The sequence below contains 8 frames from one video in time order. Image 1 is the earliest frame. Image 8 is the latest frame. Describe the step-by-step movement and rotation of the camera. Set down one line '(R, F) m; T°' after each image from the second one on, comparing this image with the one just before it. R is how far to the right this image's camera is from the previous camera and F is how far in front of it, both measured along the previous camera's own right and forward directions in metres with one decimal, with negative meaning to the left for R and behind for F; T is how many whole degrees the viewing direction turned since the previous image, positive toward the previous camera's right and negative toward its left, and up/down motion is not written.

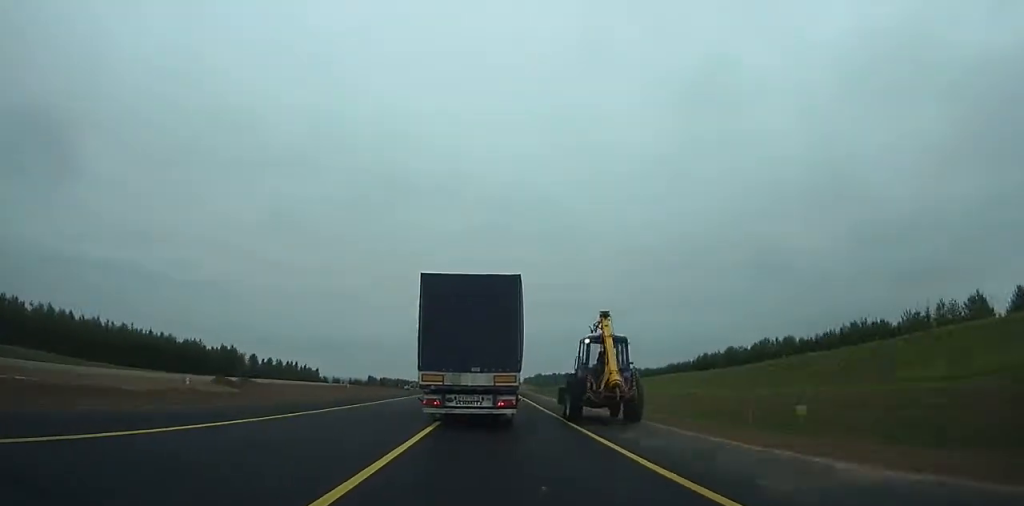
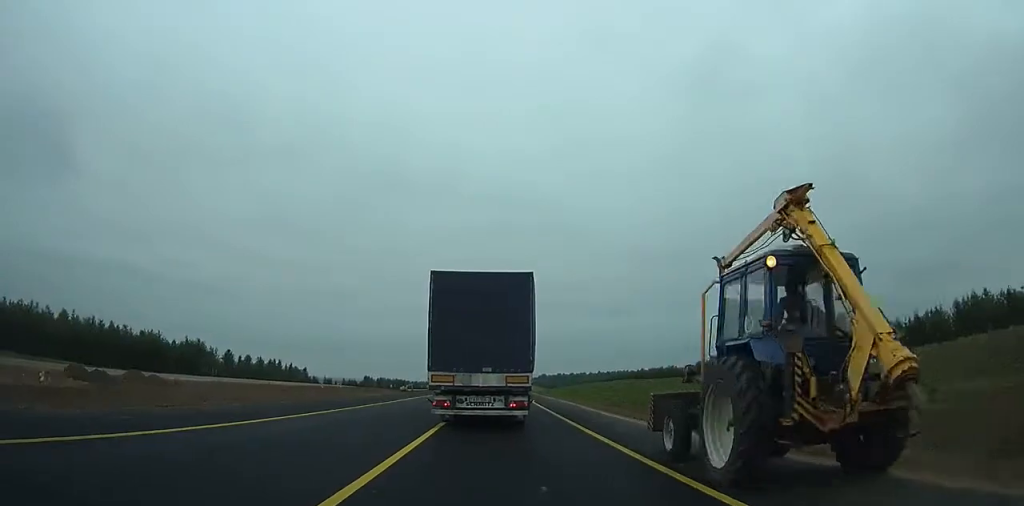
(0.0, +28.8) m; 0°
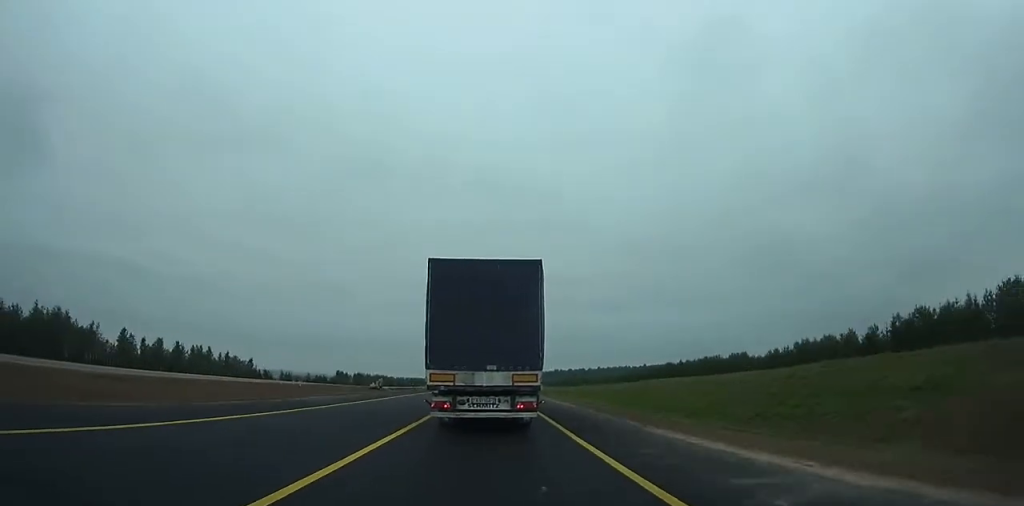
(-0.7, +65.3) m; -6°
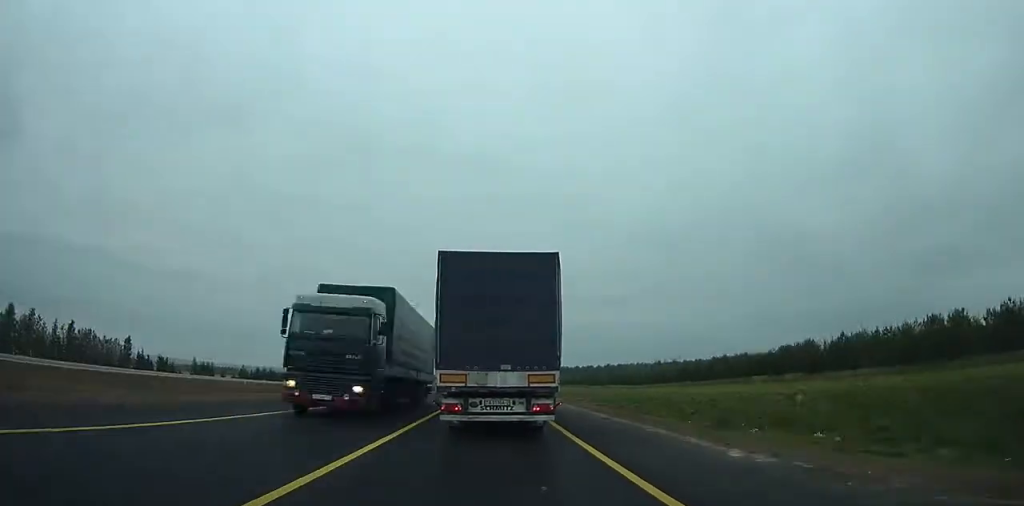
(-8.8, +93.8) m; +10°
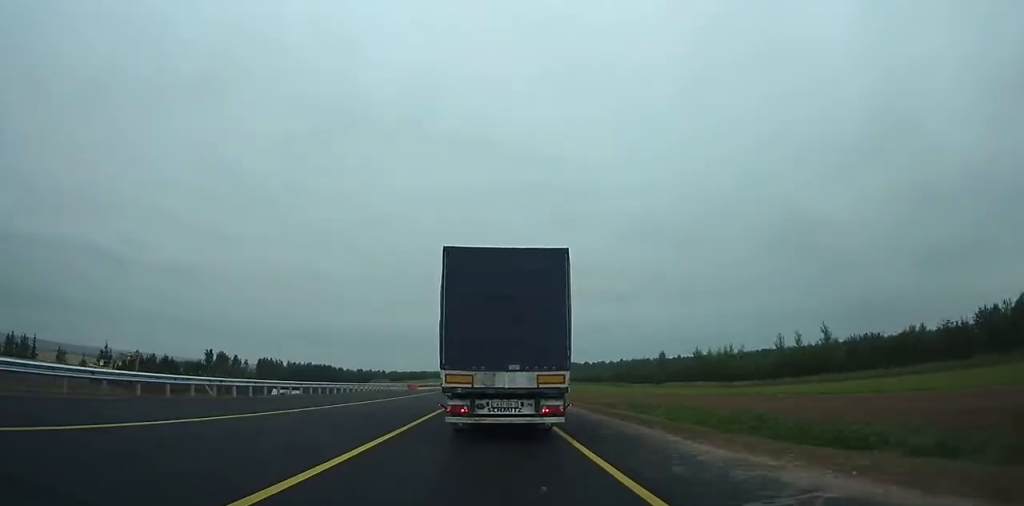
(+16.1, +89.7) m; -2°
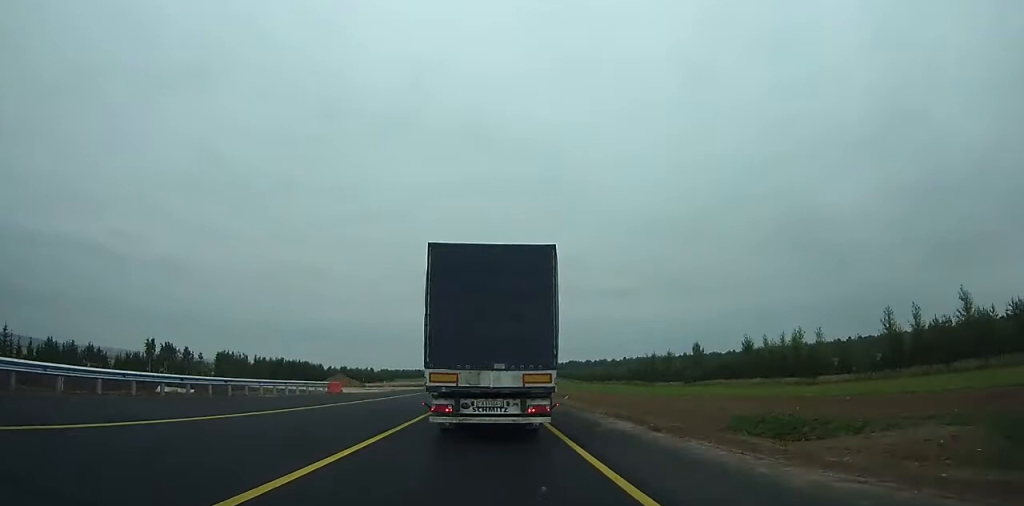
(-1.2, +37.2) m; -2°
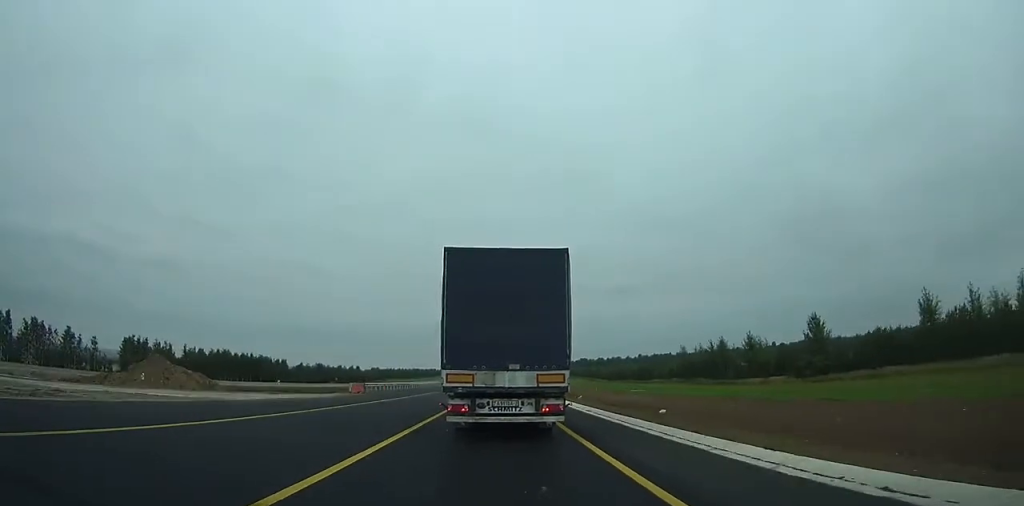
(-0.2, +63.8) m; 0°
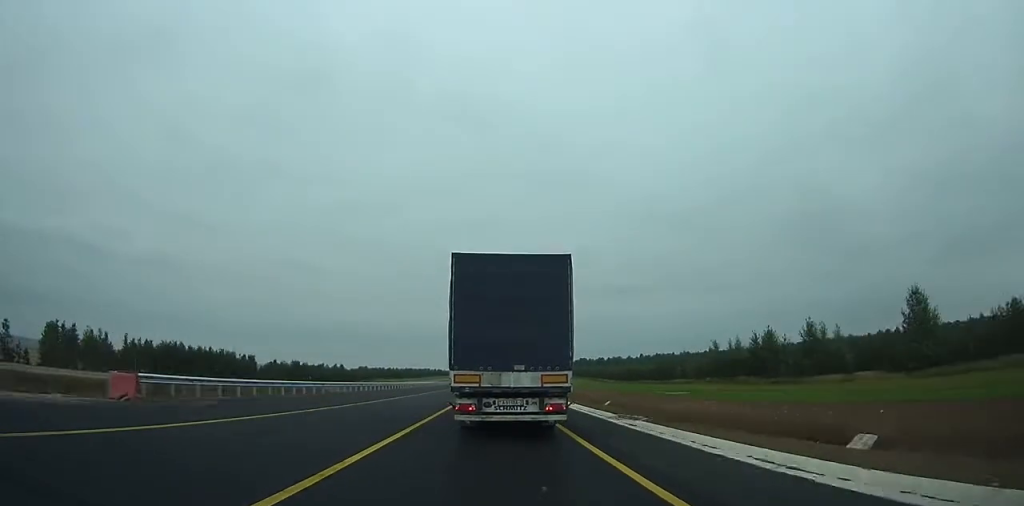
(0.0, +30.4) m; 0°
